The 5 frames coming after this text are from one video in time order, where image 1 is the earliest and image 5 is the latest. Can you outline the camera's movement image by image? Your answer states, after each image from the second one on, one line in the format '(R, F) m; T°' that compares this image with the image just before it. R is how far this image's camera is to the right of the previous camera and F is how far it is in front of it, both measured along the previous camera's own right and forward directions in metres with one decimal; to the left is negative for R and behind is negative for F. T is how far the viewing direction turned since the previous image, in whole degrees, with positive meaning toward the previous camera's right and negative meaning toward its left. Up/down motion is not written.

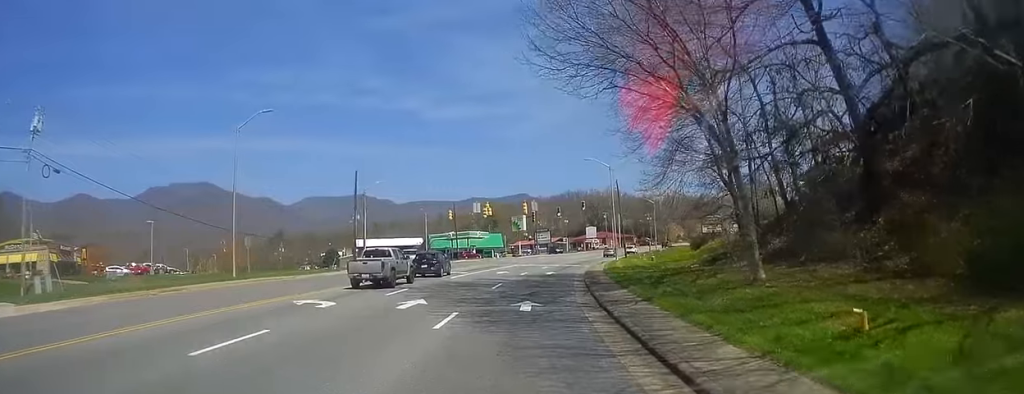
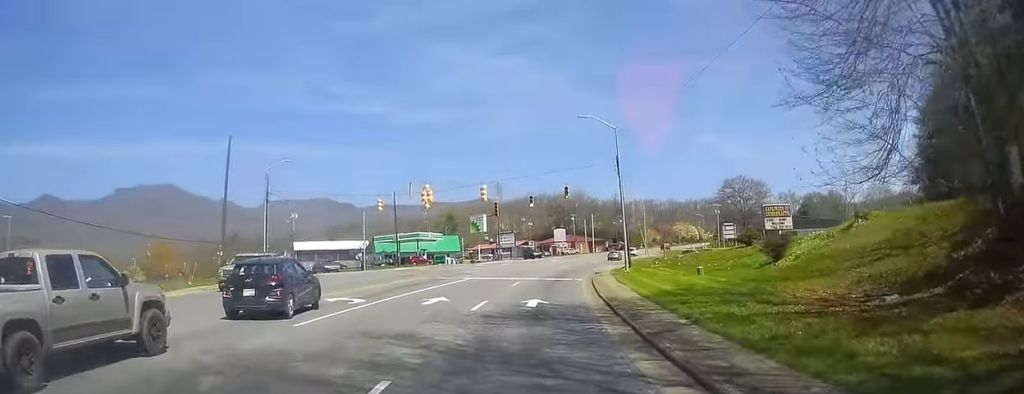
(+1.7, +21.3) m; +7°
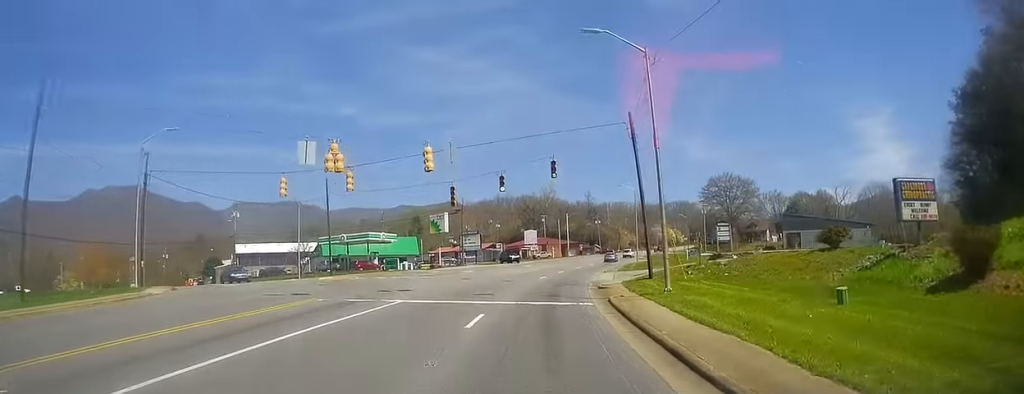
(+0.4, +16.4) m; +1°
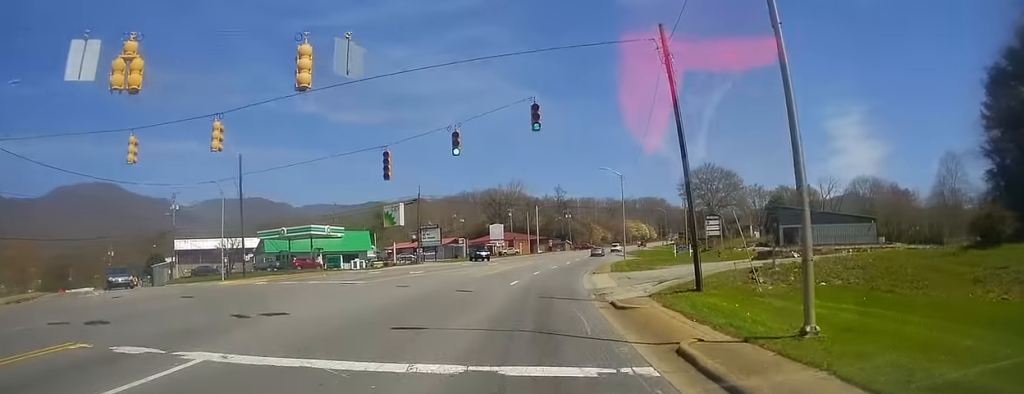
(-0.1, +13.1) m; +1°
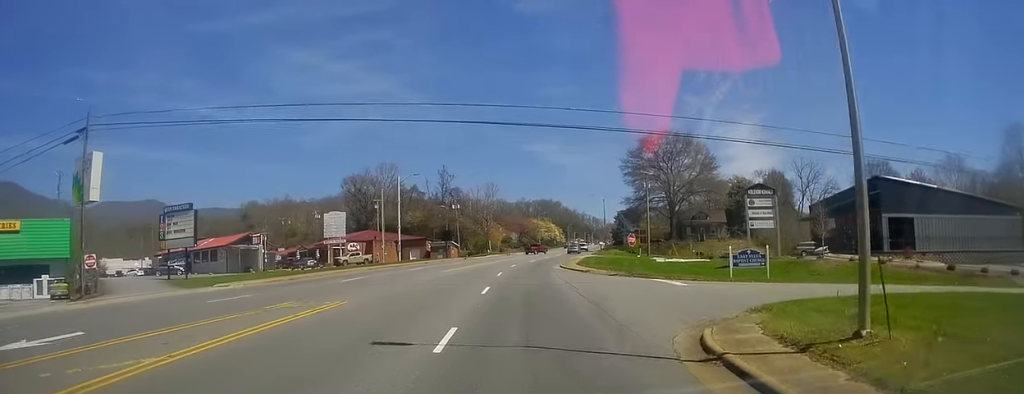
(+6.0, +59.4) m; +11°
